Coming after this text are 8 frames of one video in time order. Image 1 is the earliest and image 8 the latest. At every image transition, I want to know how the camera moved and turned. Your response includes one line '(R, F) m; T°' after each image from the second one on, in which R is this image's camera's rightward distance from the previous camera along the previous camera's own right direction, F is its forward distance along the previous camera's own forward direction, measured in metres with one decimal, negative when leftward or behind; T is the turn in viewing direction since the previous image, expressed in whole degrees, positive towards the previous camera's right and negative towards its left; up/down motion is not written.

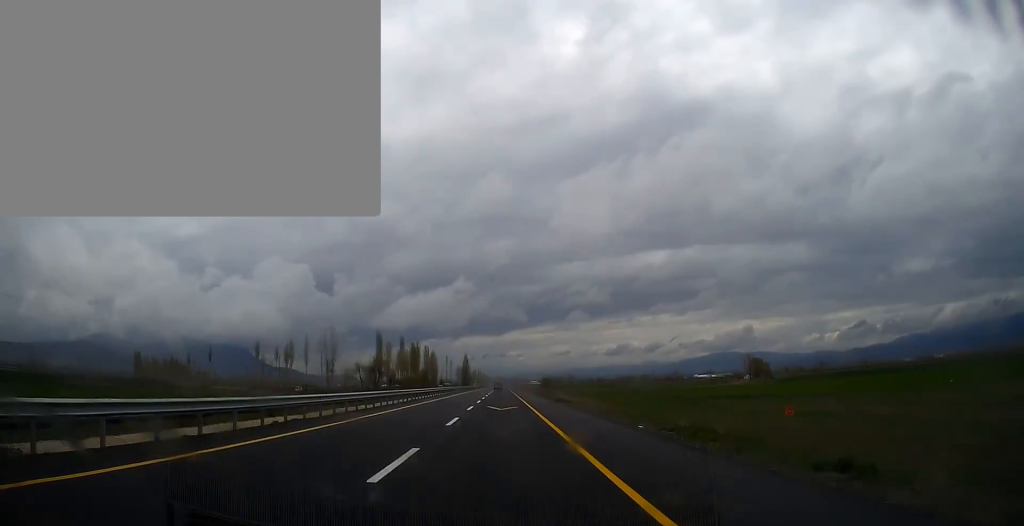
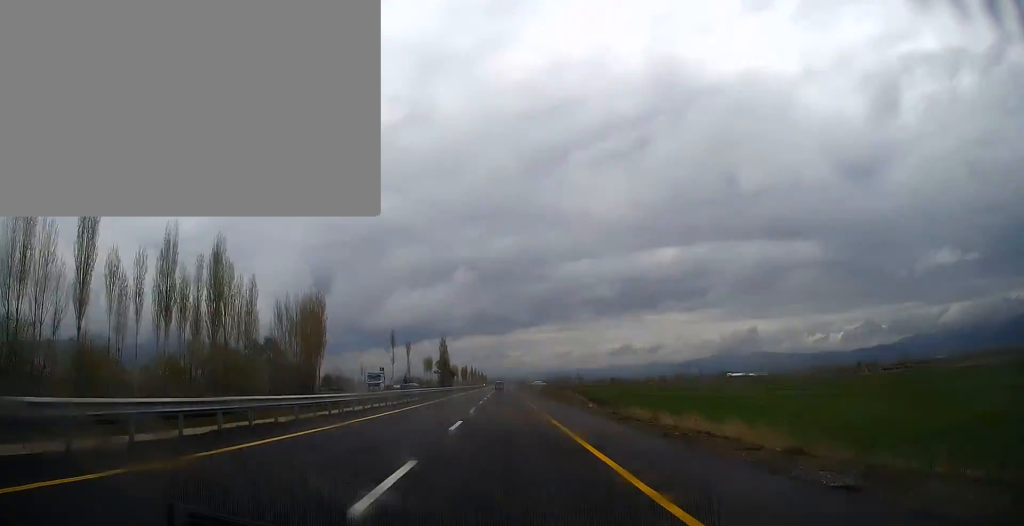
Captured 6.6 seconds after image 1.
(+0.2, +192.0) m; 0°
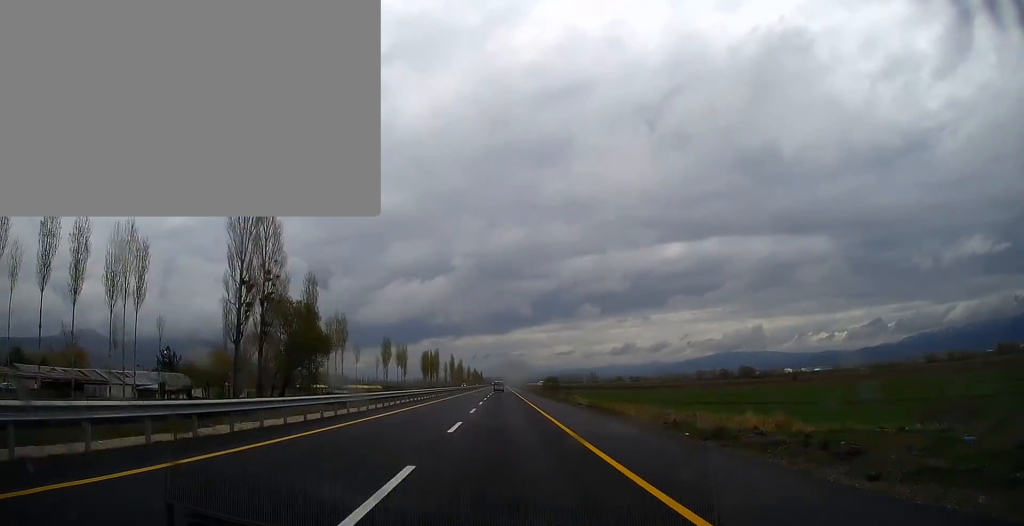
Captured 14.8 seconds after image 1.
(-0.5, +237.8) m; 0°
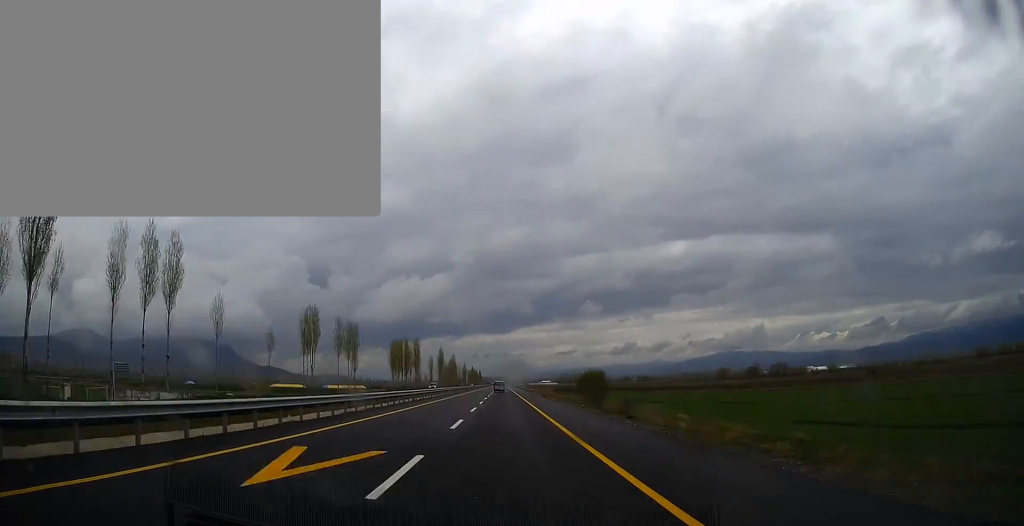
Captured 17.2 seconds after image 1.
(-0.1, +69.3) m; 0°
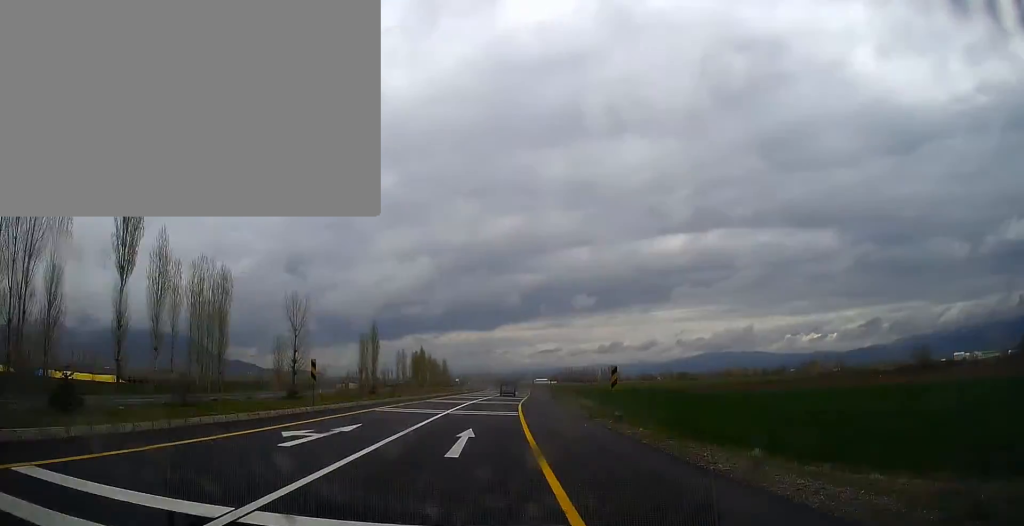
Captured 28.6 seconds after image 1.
(+1.8, +326.6) m; 0°
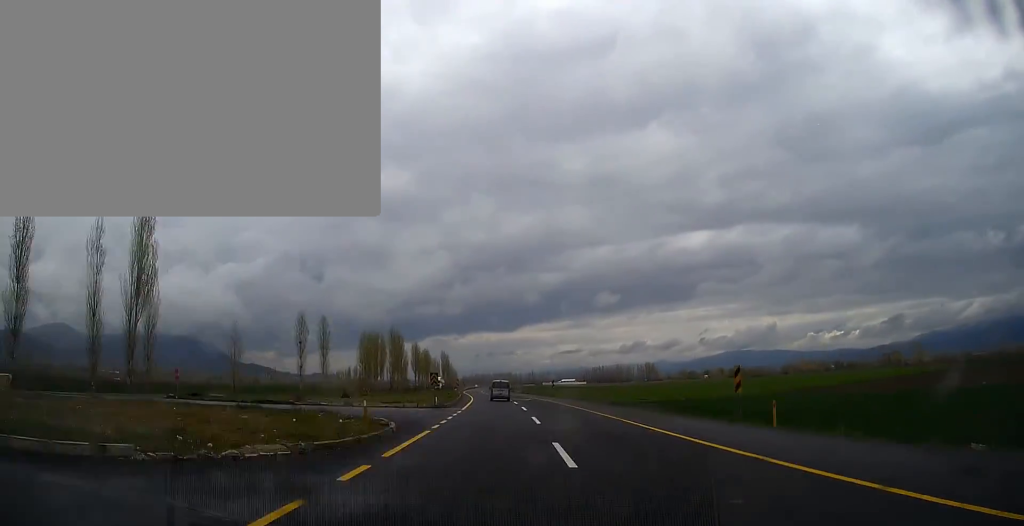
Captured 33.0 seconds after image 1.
(+0.4, +124.2) m; -1°
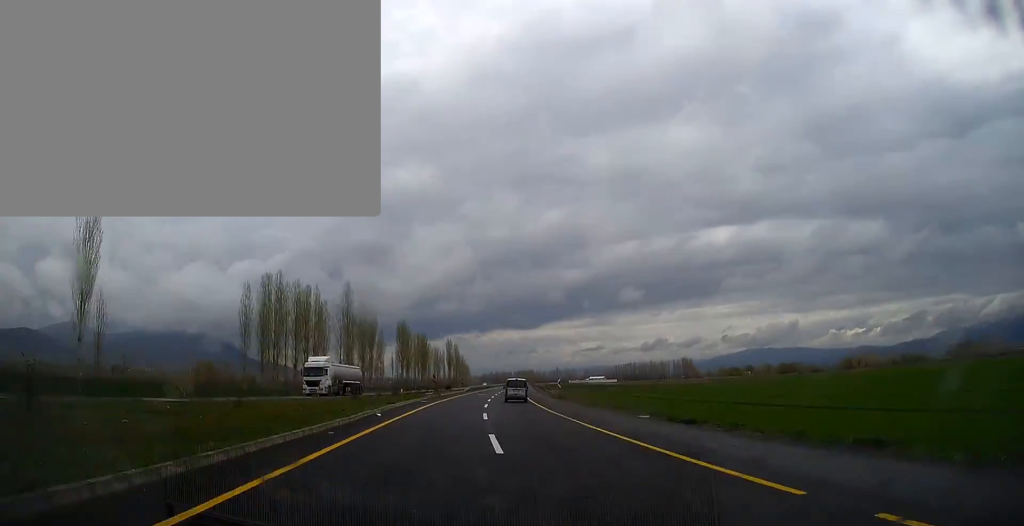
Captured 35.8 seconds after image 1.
(-1.5, +77.7) m; 0°
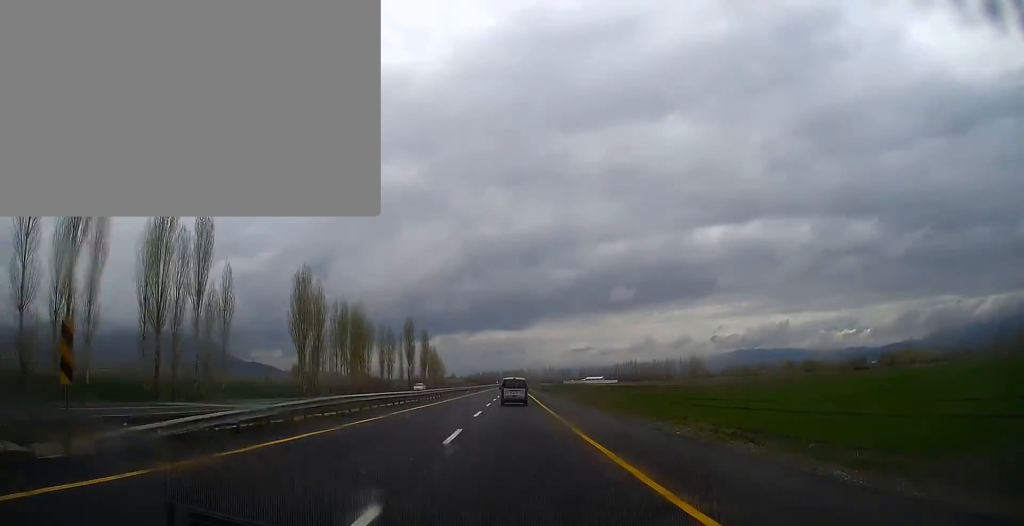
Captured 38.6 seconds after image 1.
(-0.7, +77.3) m; 0°
